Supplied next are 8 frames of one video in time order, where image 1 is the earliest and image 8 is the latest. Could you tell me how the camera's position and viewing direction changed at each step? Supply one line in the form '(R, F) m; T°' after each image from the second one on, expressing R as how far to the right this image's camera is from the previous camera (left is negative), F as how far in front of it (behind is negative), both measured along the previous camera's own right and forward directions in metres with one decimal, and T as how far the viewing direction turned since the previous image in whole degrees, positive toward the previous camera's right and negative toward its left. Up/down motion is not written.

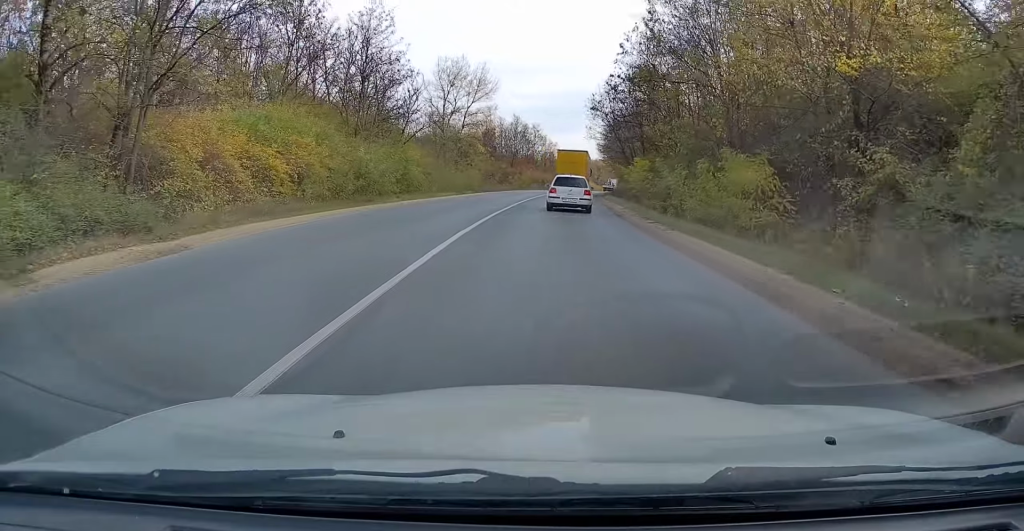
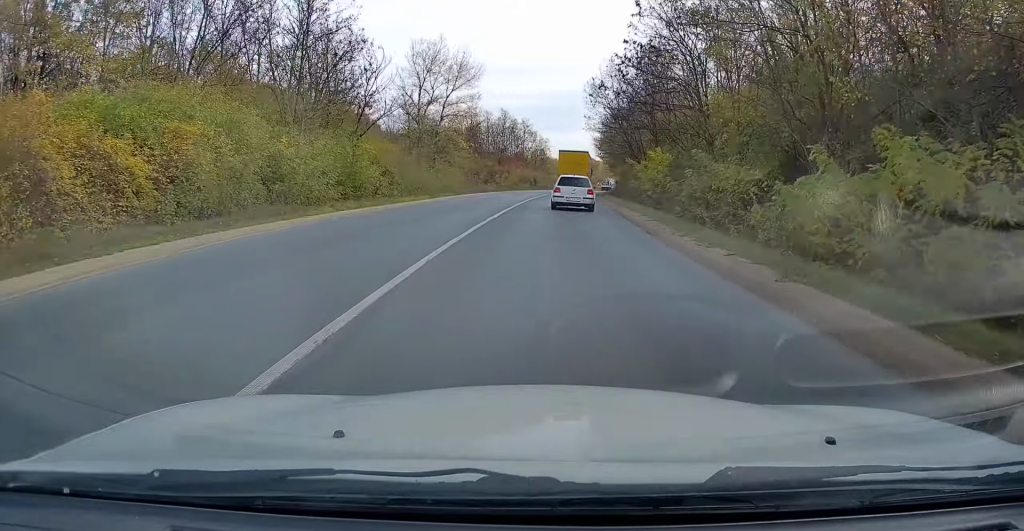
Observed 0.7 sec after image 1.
(+0.2, +9.0) m; +2°
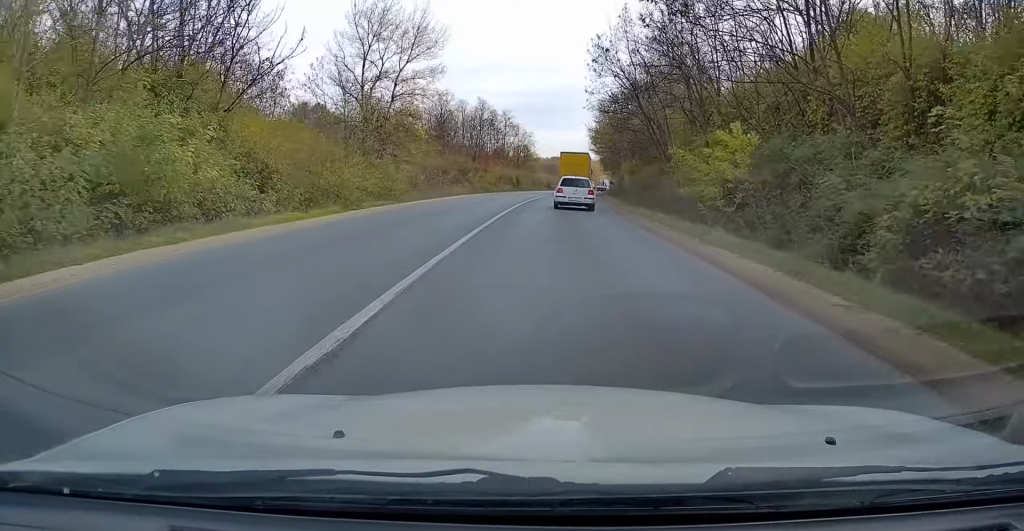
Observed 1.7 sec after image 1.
(+0.3, +14.6) m; +1°
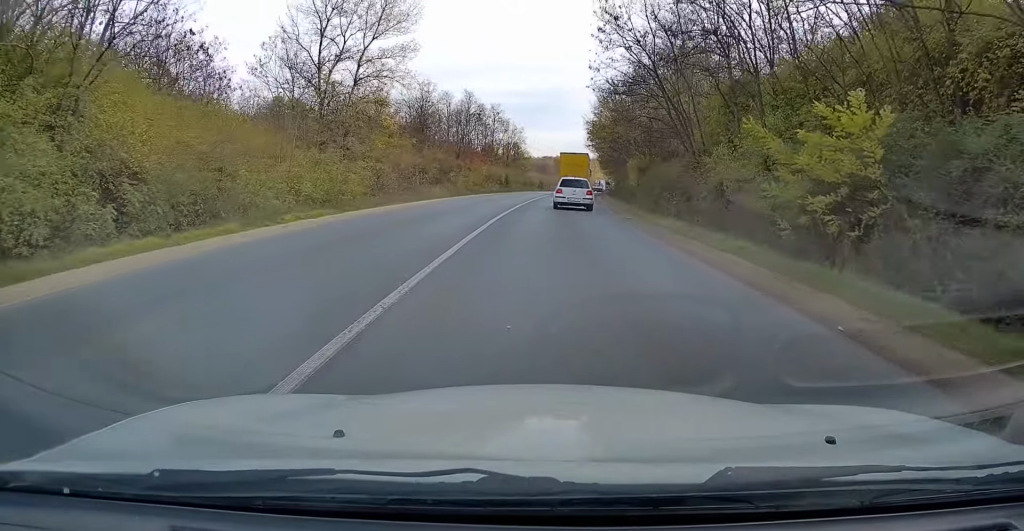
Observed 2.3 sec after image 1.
(0.0, +7.5) m; 0°
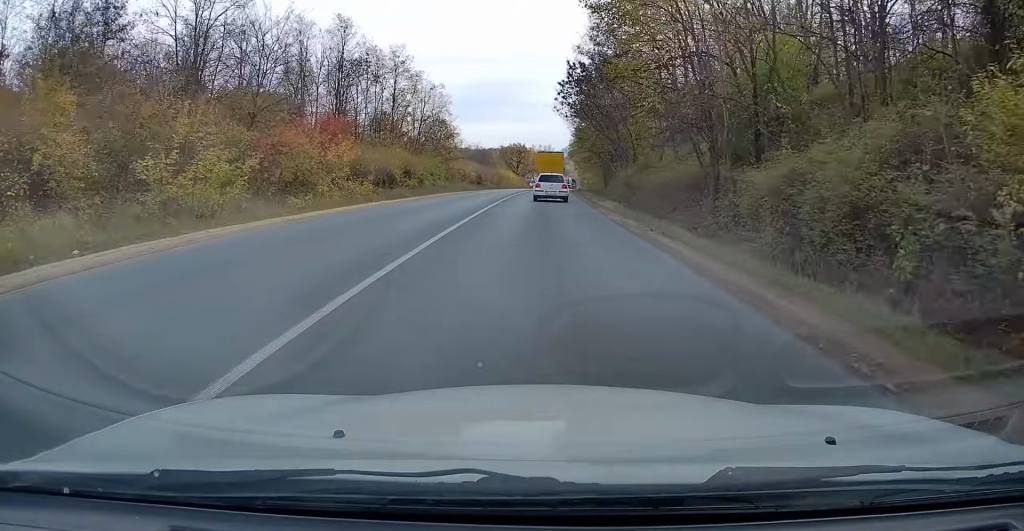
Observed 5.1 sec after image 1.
(+1.5, +42.0) m; +5°
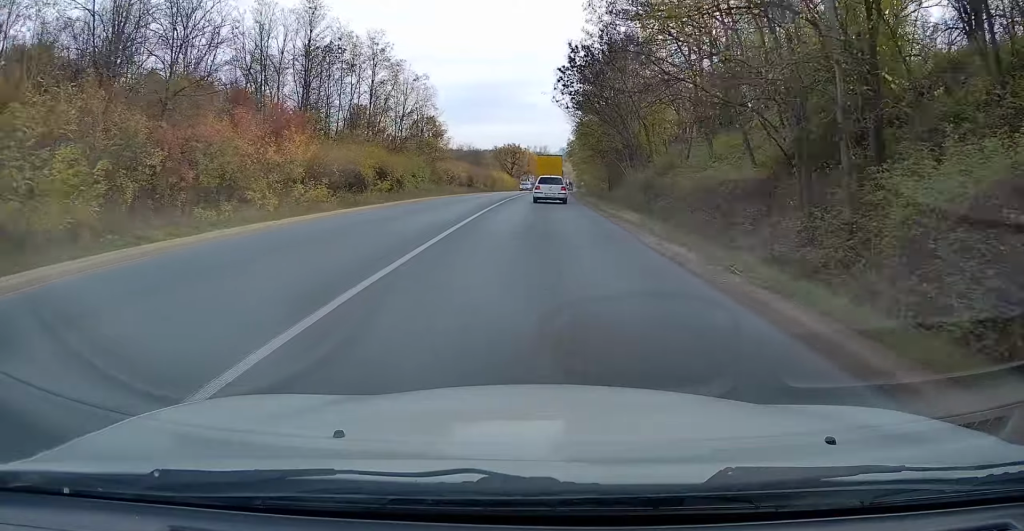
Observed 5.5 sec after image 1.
(+0.1, +7.6) m; 0°
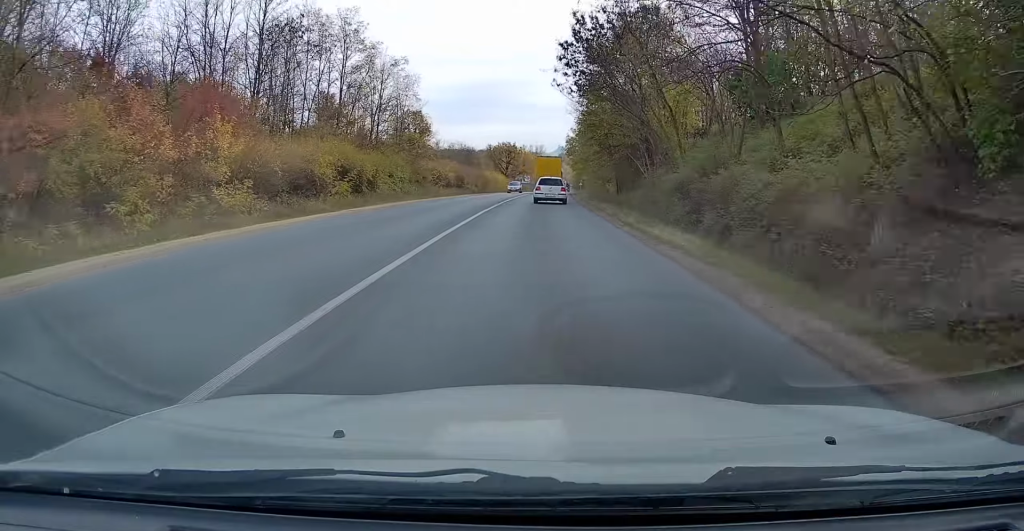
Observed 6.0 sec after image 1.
(+0.1, +7.8) m; 0°
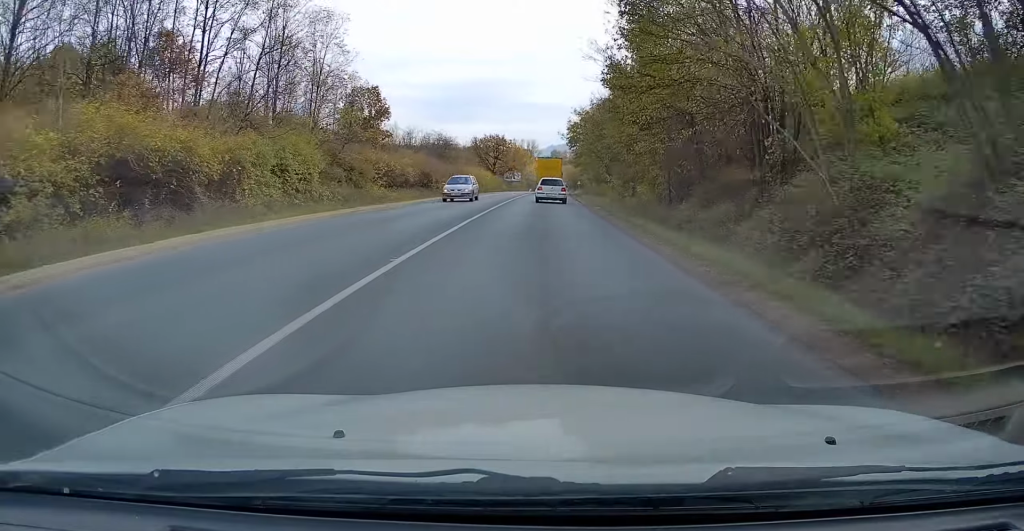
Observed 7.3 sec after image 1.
(+0.1, +17.3) m; +1°
